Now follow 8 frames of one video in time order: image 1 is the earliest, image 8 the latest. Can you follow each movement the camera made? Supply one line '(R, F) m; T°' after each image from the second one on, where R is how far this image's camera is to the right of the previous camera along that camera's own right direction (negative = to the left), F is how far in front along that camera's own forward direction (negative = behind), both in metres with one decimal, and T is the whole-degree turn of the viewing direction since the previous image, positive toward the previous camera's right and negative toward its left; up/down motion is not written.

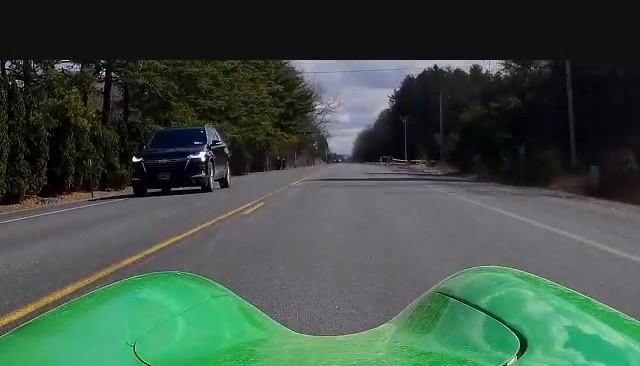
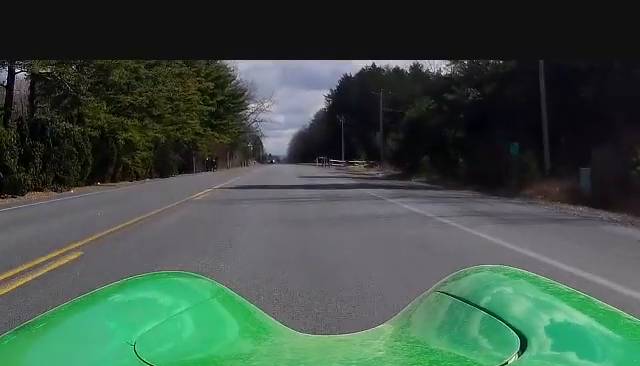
(-0.1, +7.6) m; 0°
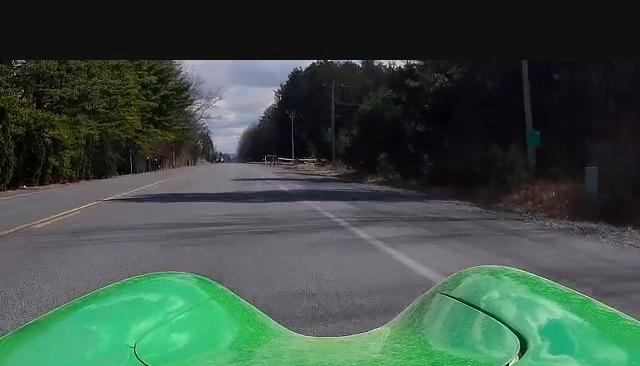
(+0.1, +6.4) m; +4°
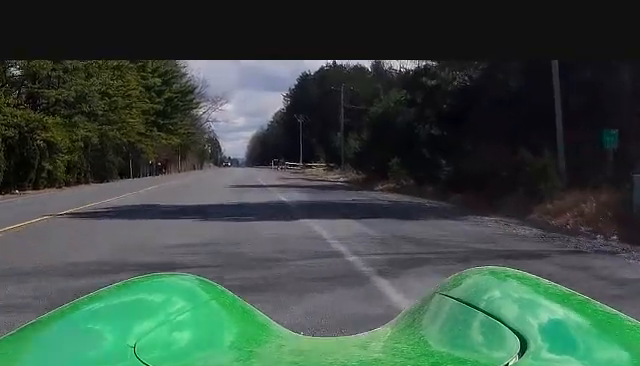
(+0.2, +3.4) m; +1°
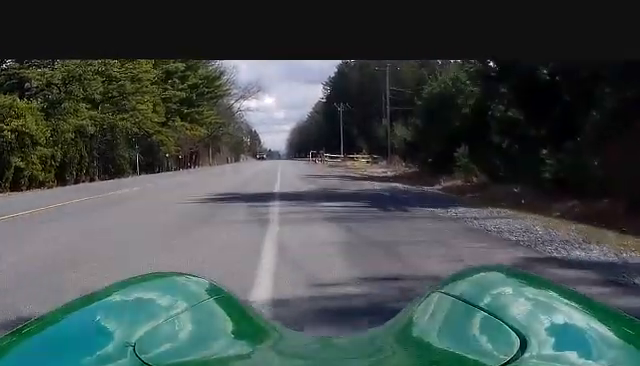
(+0.1, +12.0) m; -1°
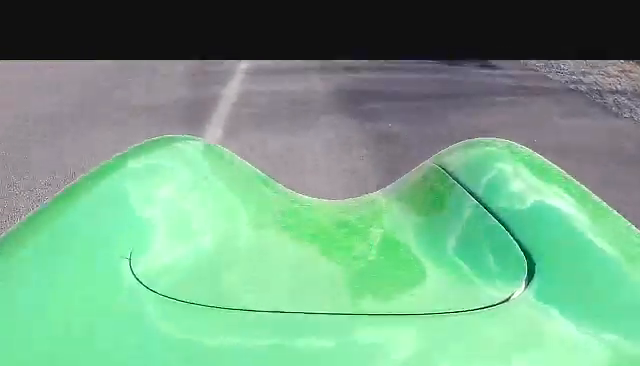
(0.0, +5.2) m; 0°
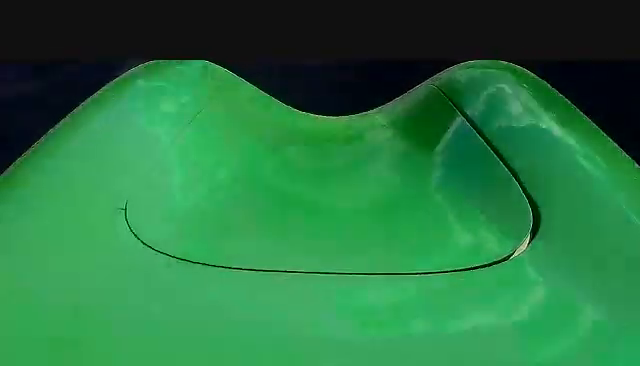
(0.0, +7.3) m; 0°
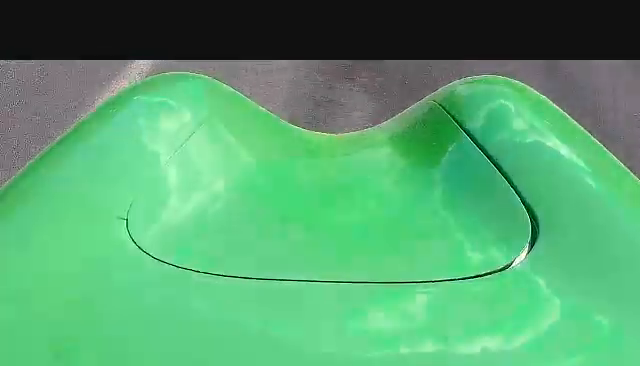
(0.0, +5.7) m; -1°
